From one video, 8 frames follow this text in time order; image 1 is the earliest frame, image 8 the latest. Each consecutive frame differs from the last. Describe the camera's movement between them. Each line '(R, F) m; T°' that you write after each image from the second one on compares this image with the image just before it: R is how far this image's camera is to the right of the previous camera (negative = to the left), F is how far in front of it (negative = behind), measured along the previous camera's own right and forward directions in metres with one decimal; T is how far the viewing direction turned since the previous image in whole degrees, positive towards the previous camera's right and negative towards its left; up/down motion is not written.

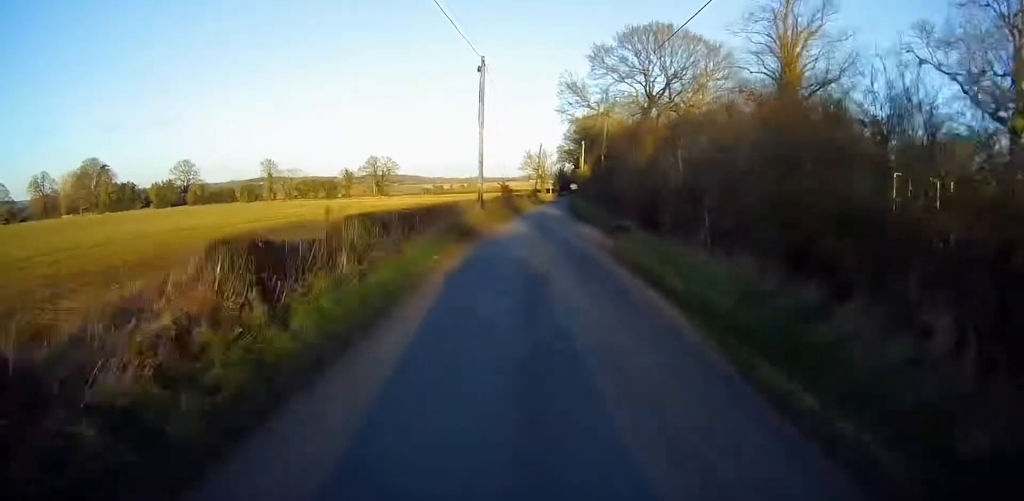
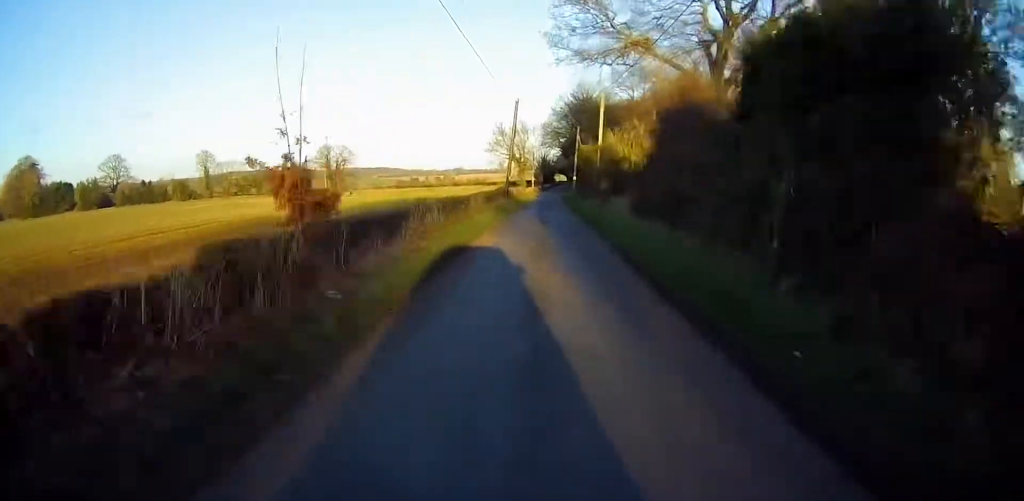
(+0.5, +39.7) m; +2°
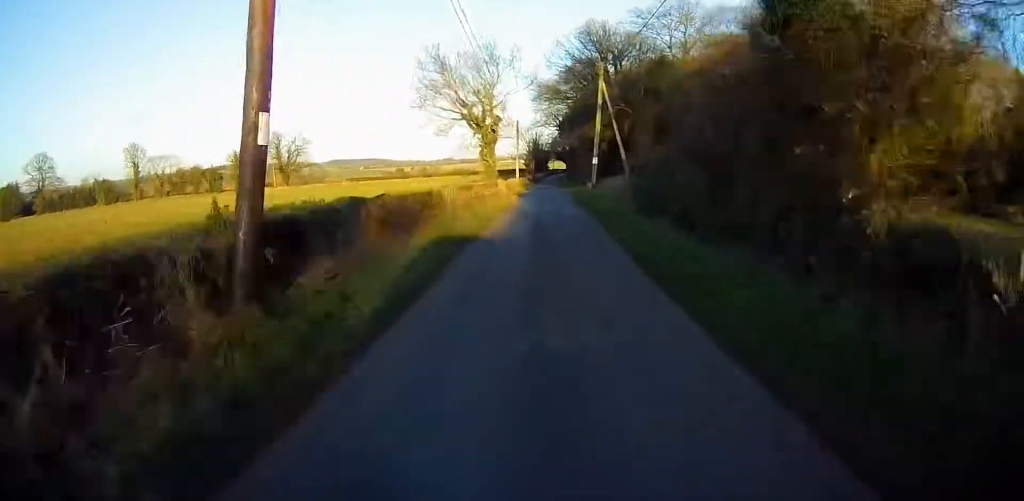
(+0.8, +40.5) m; +2°
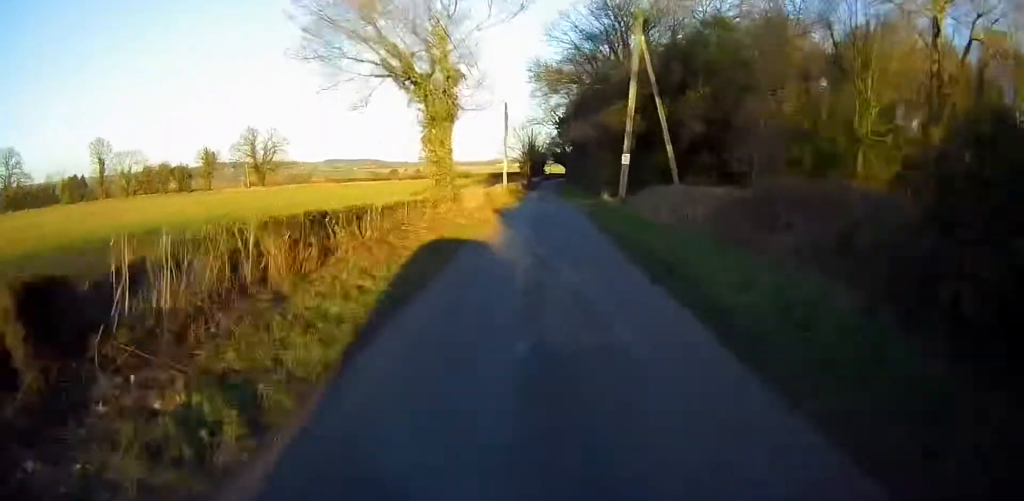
(+0.4, +17.2) m; 0°
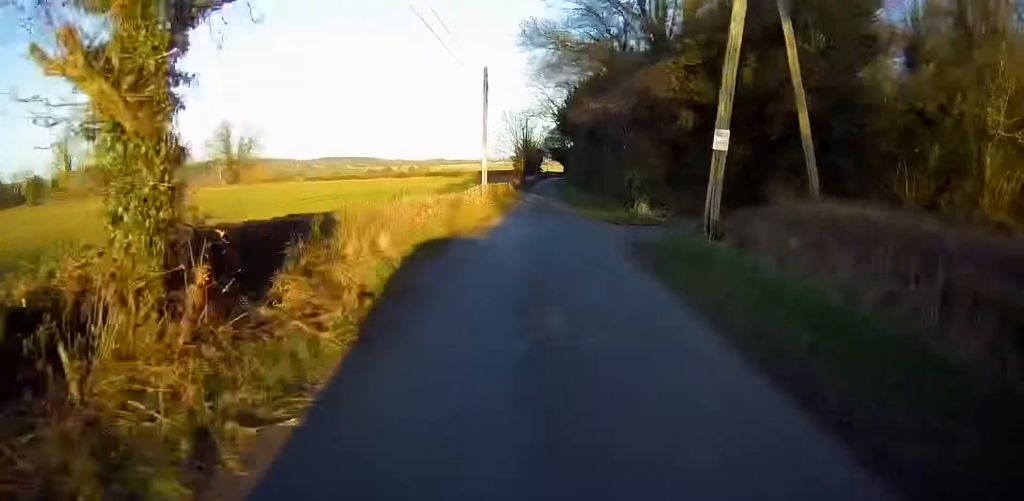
(-0.3, +14.6) m; -1°
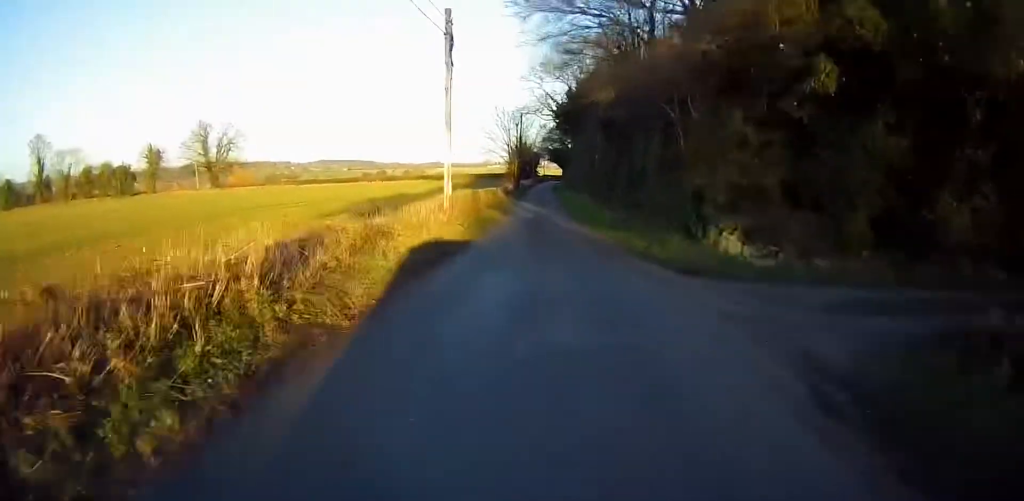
(-0.1, +11.4) m; 0°
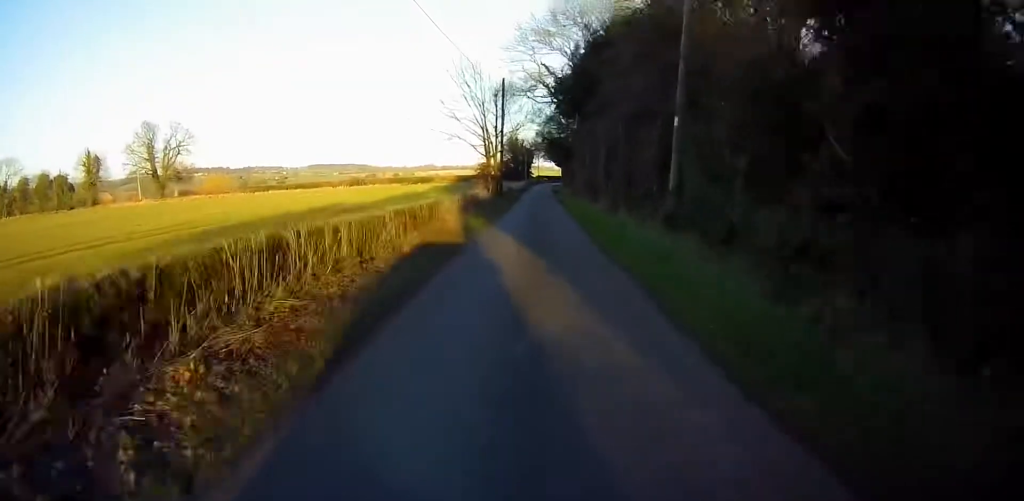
(+0.3, +24.5) m; +1°
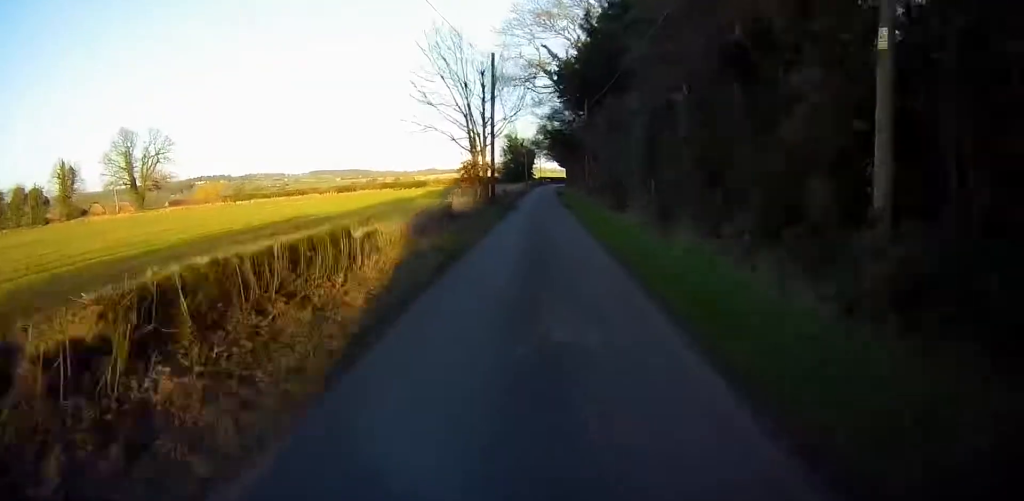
(+0.2, +10.2) m; 0°
